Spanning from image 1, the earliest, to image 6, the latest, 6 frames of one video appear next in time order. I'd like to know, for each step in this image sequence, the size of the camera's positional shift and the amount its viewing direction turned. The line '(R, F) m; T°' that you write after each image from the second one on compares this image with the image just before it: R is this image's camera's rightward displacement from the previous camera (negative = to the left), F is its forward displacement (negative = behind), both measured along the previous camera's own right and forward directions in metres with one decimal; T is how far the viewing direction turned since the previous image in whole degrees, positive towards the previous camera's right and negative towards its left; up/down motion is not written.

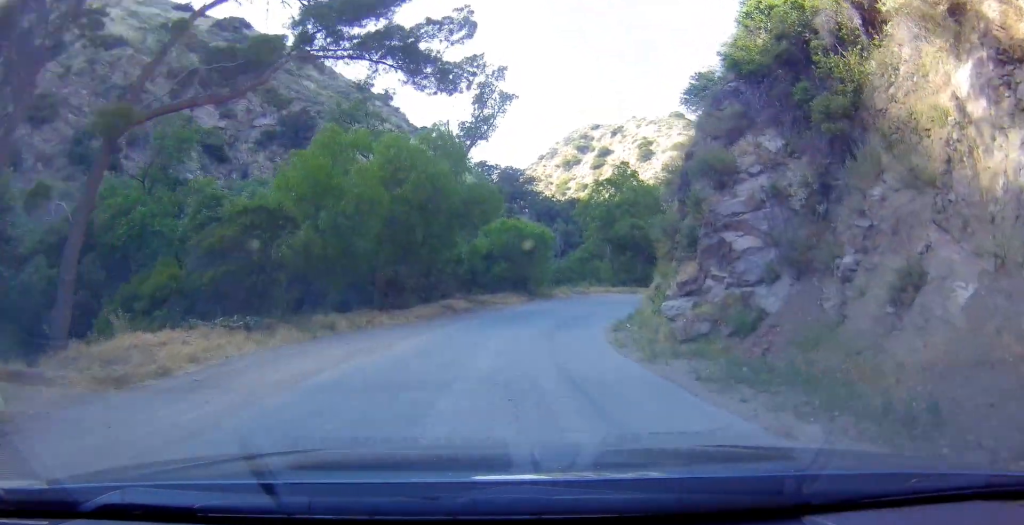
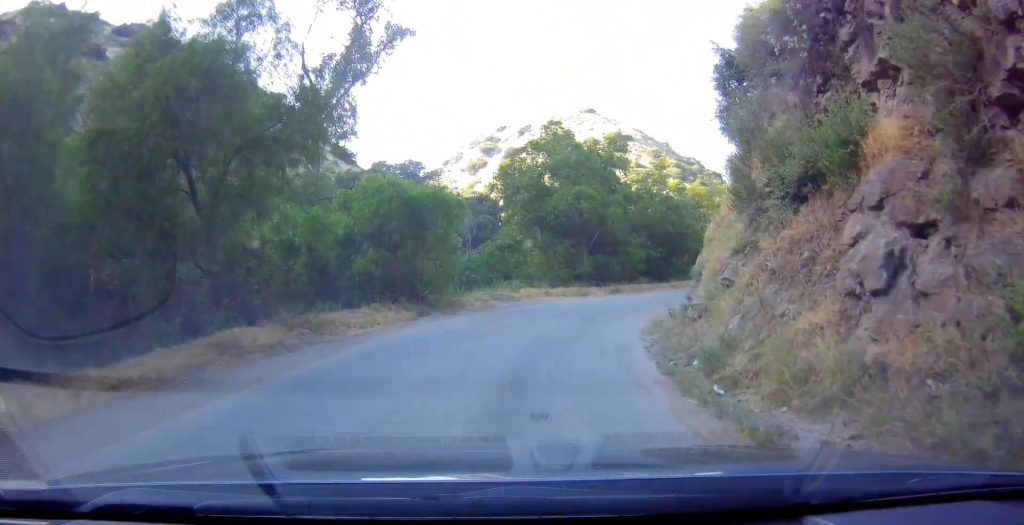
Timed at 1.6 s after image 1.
(+0.2, +17.7) m; +3°
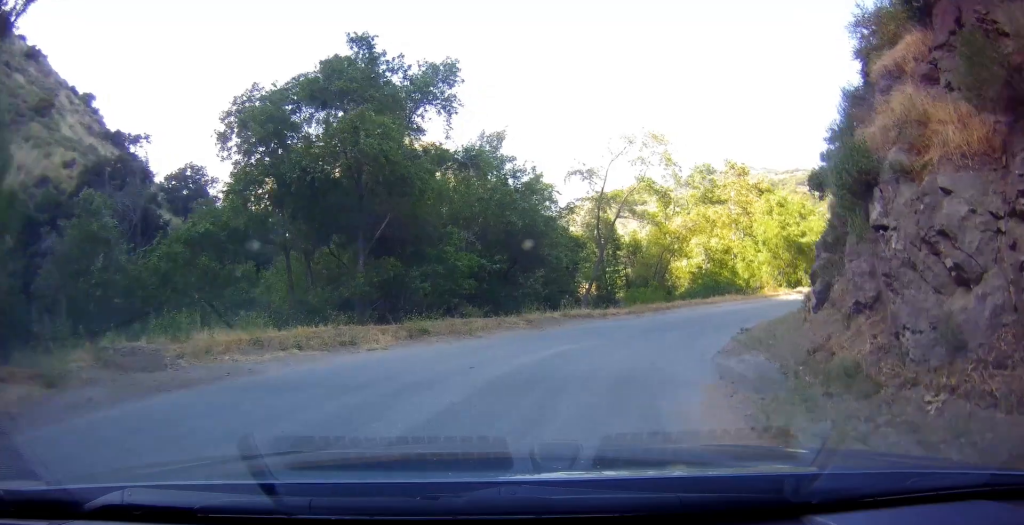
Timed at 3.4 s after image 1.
(+1.1, +19.7) m; +3°
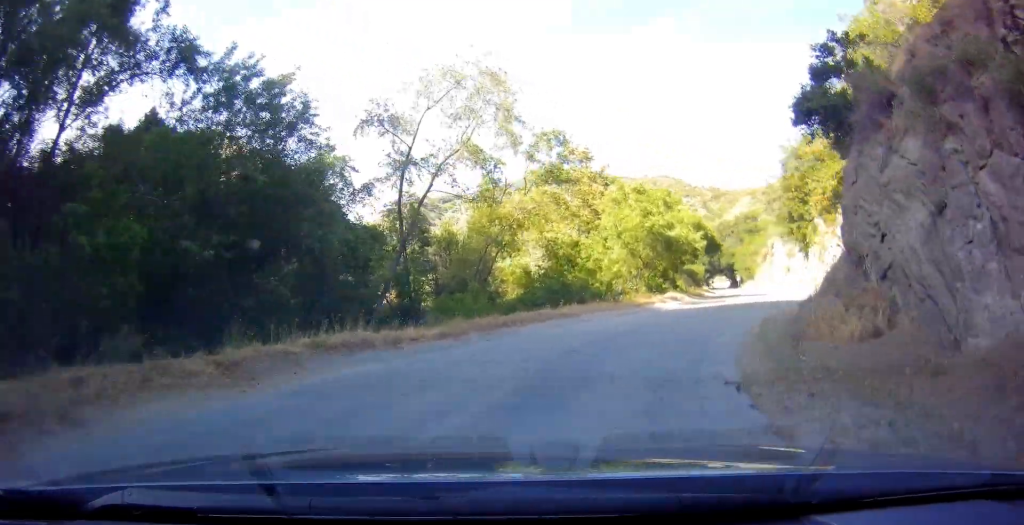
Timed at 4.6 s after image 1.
(+1.2, +8.9) m; +44°
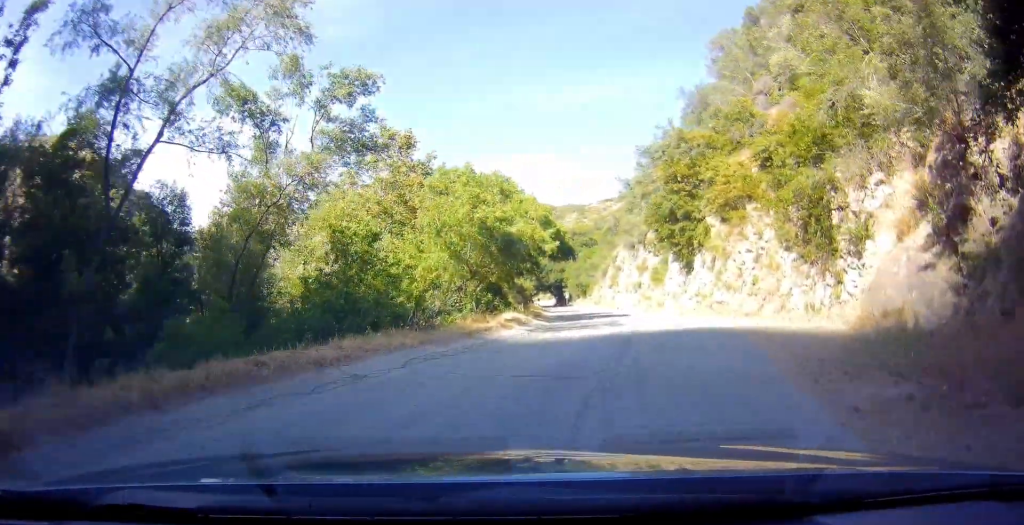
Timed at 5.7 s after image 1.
(+5.3, +12.5) m; +20°
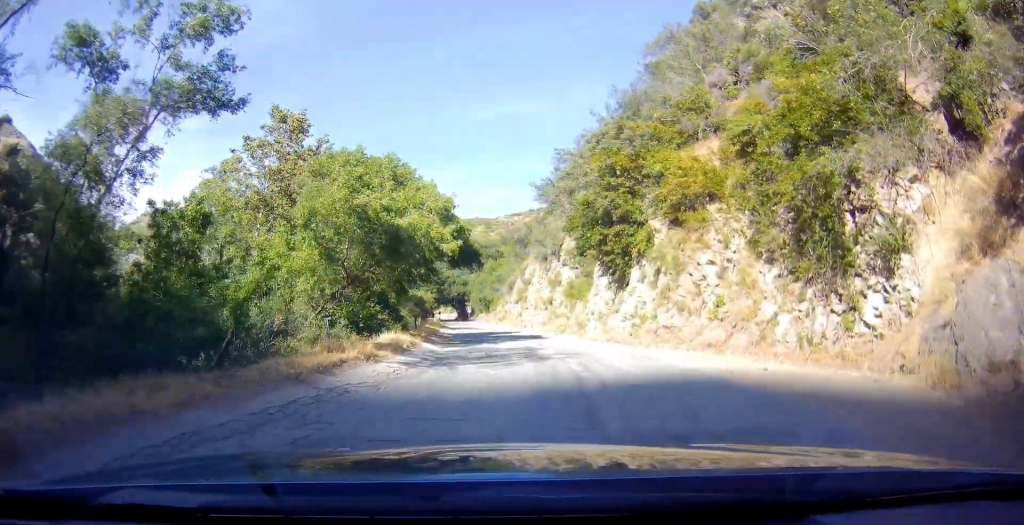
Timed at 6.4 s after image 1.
(-0.5, +7.5) m; -1°
